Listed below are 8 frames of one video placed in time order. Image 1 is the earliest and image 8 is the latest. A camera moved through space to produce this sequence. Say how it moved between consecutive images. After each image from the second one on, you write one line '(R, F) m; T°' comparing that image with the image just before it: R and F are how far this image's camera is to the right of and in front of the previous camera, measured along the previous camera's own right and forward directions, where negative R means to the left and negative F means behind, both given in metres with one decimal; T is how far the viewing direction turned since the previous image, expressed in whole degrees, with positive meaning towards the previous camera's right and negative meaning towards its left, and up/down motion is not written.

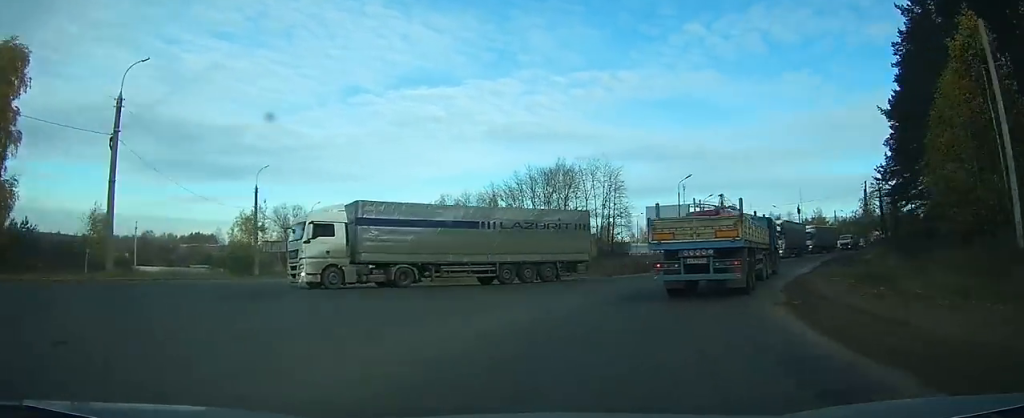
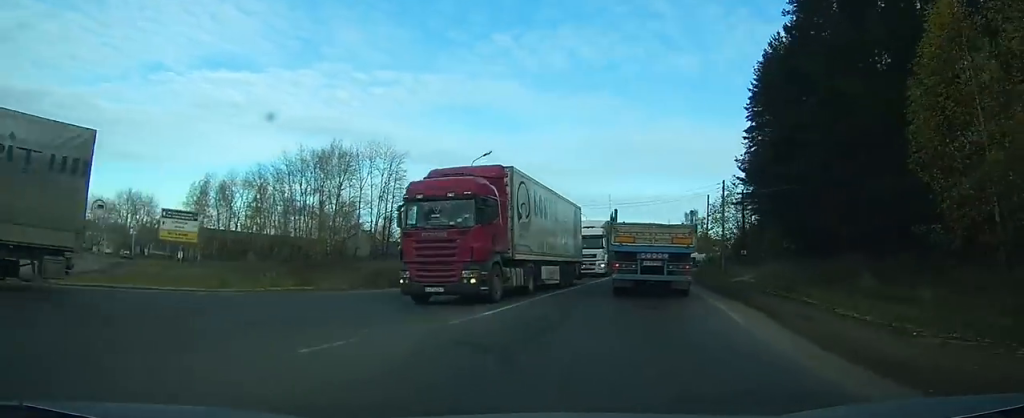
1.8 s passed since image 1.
(+1.1, +16.6) m; +12°
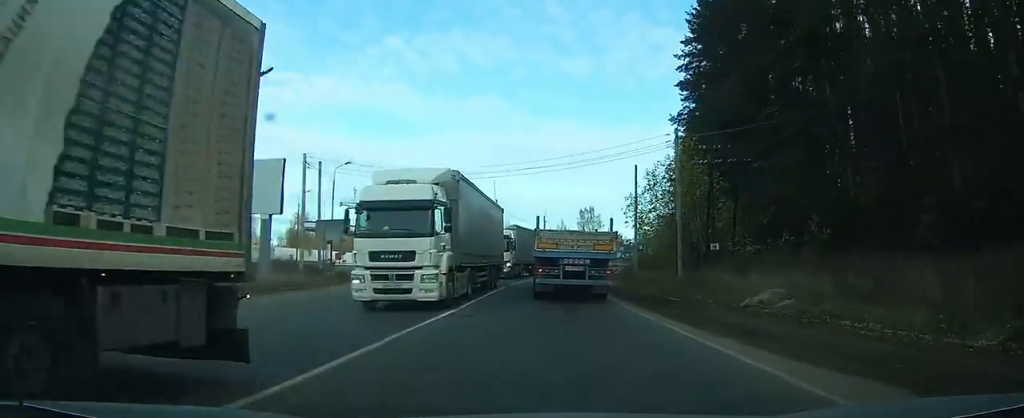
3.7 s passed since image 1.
(+2.1, +17.7) m; +13°
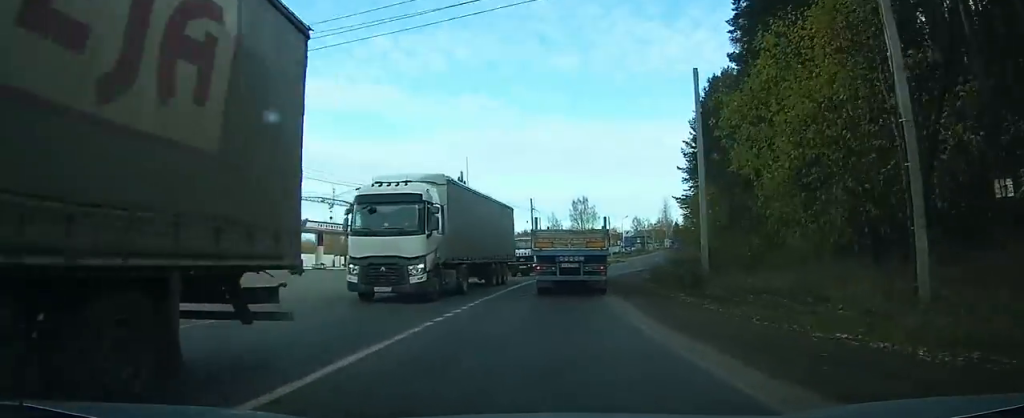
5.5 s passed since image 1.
(+1.9, +18.3) m; +7°
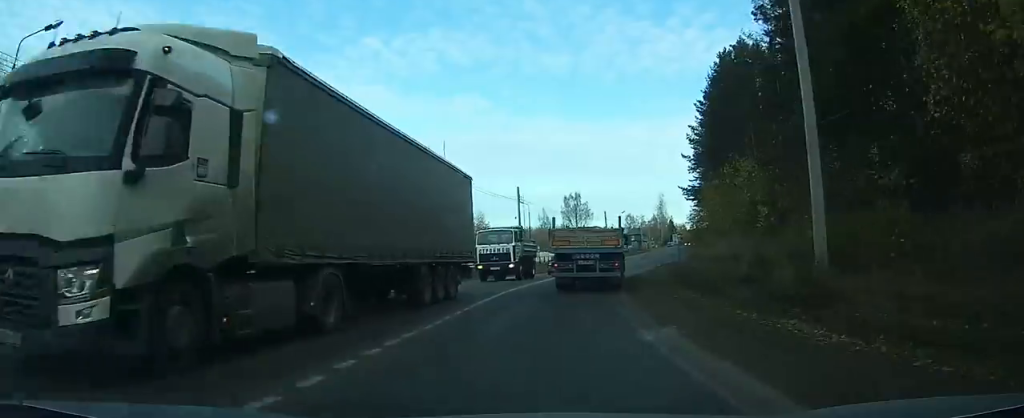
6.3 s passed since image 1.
(+0.3, +9.5) m; +2°
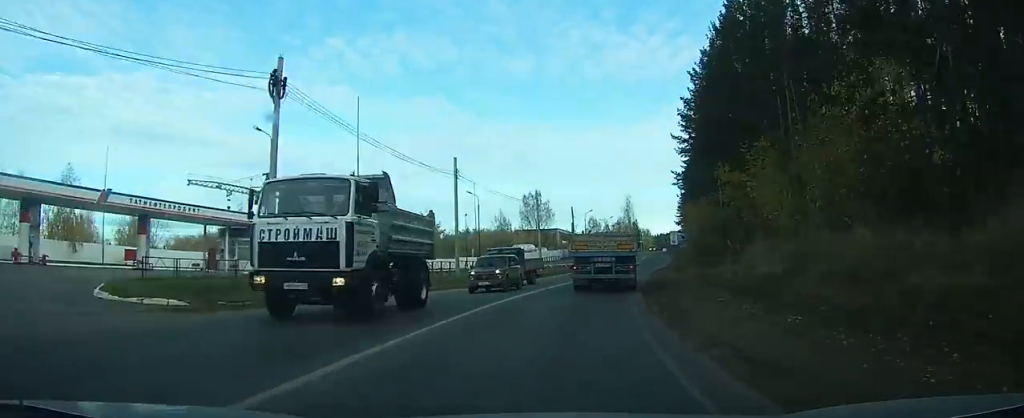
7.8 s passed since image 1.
(+0.1, +16.5) m; +4°
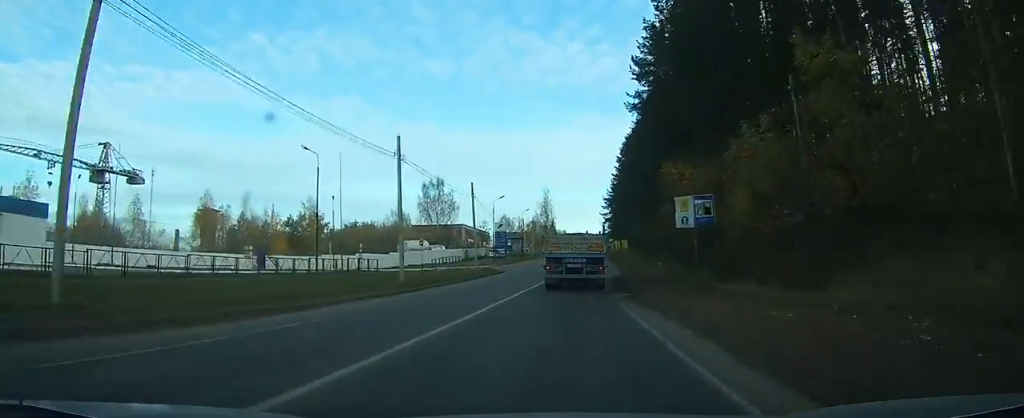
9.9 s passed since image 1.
(+1.6, +25.5) m; +7°
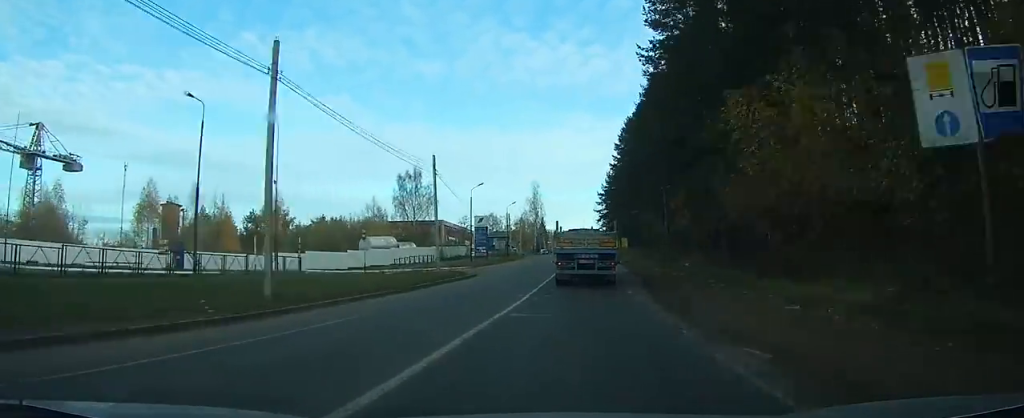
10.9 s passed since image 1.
(+0.7, +13.4) m; +3°
